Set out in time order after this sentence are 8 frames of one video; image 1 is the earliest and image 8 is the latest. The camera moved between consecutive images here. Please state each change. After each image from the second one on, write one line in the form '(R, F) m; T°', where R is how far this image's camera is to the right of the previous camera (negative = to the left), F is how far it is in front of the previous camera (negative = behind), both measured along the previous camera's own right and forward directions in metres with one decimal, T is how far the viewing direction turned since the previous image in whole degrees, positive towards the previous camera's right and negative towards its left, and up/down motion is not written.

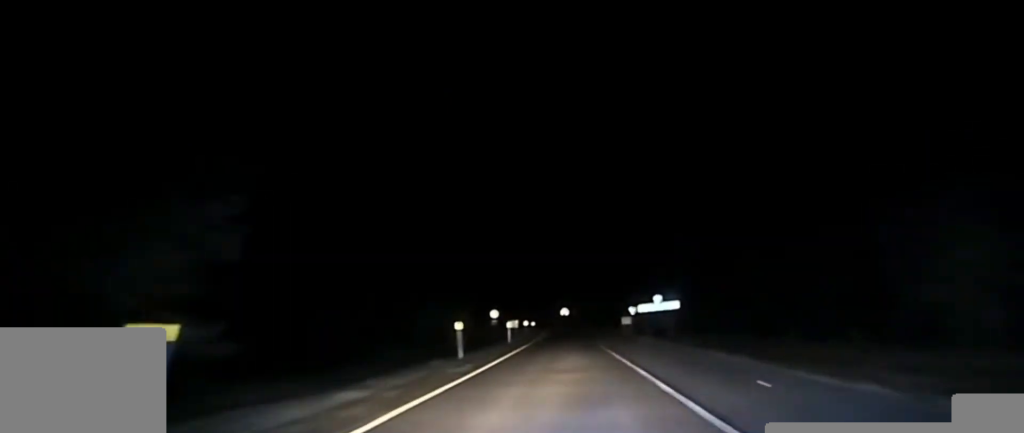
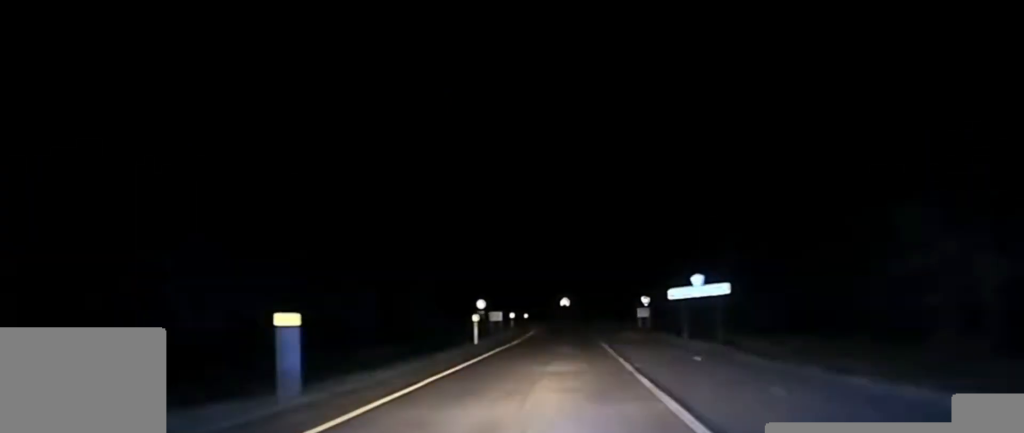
(+0.1, +20.2) m; 0°
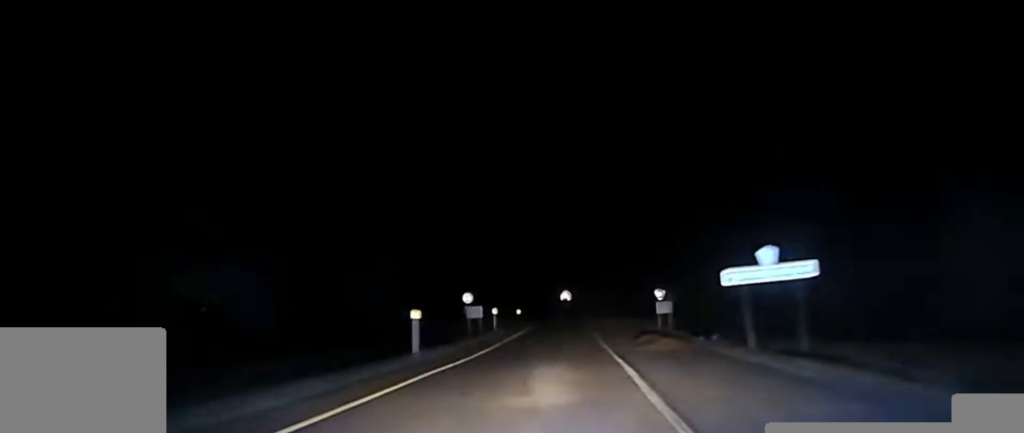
(+0.1, +14.1) m; 0°
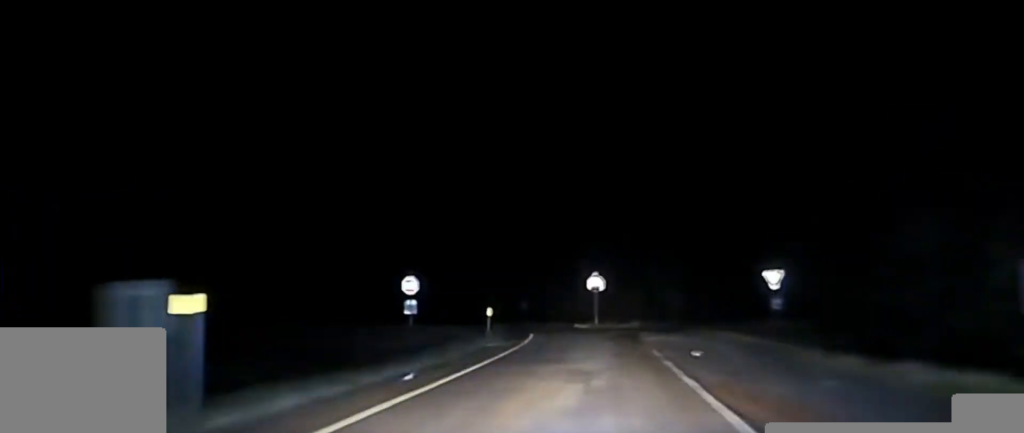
(-0.6, +41.9) m; -3°
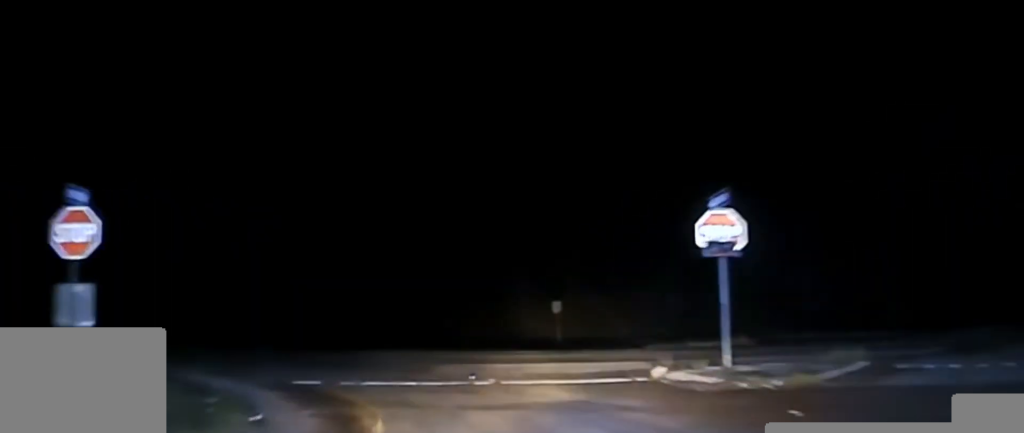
(-1.6, +38.9) m; -9°
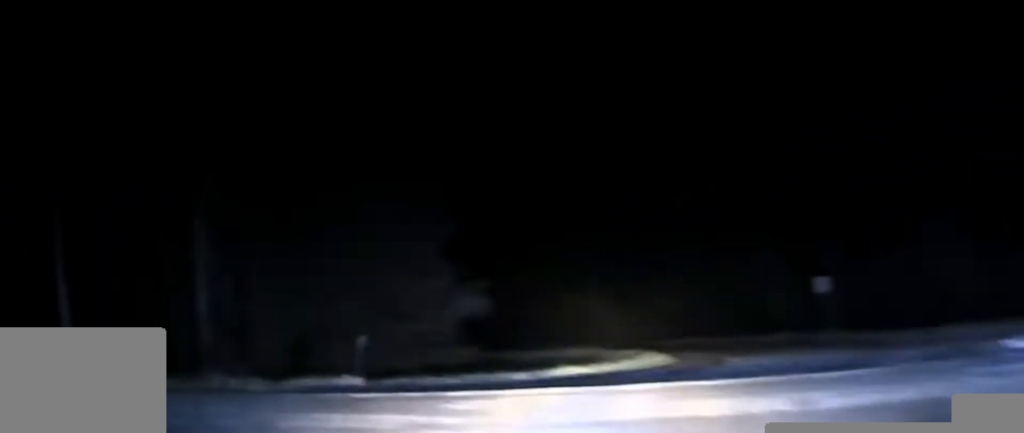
(-1.9, +15.5) m; -27°
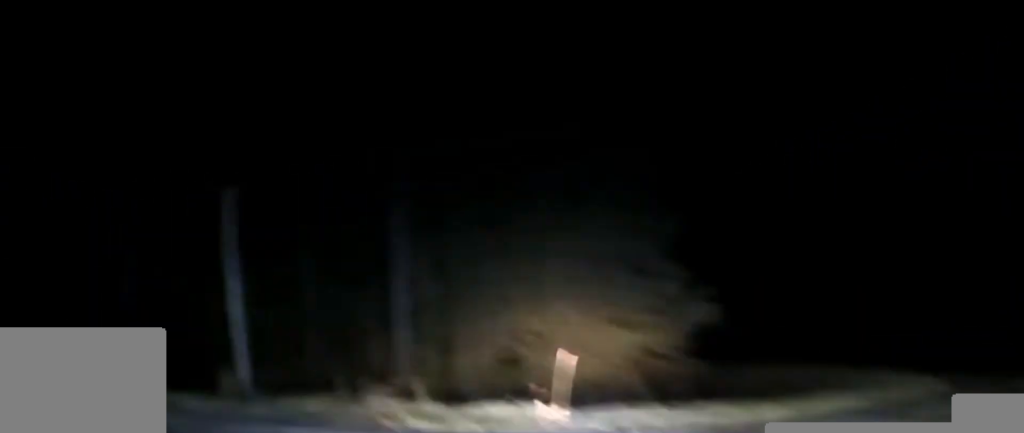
(-1.0, +4.2) m; -17°
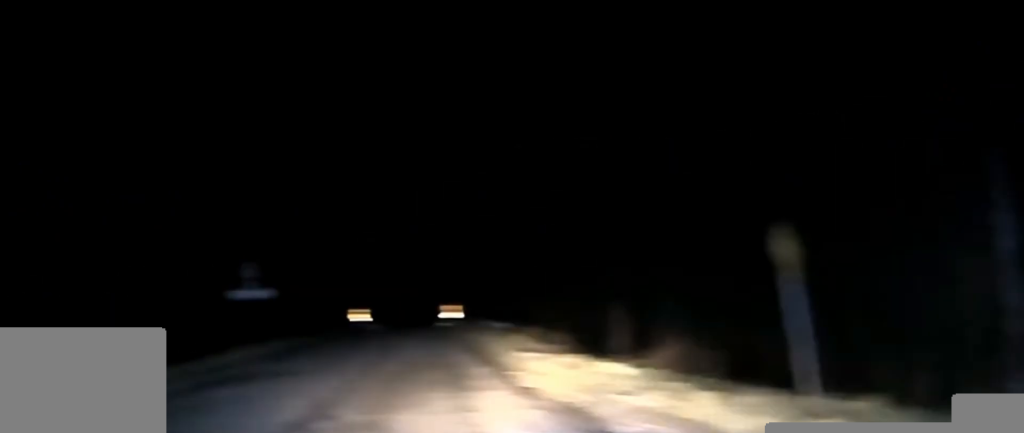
(-6.1, +10.6) m; -37°
